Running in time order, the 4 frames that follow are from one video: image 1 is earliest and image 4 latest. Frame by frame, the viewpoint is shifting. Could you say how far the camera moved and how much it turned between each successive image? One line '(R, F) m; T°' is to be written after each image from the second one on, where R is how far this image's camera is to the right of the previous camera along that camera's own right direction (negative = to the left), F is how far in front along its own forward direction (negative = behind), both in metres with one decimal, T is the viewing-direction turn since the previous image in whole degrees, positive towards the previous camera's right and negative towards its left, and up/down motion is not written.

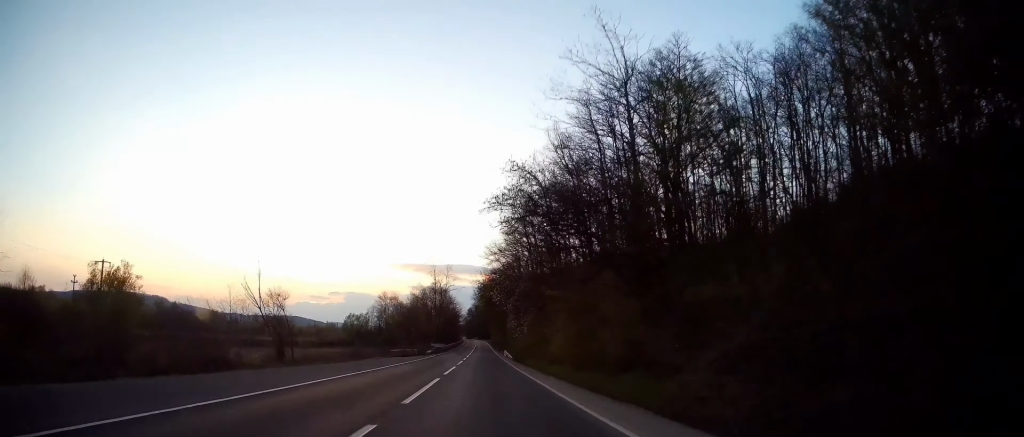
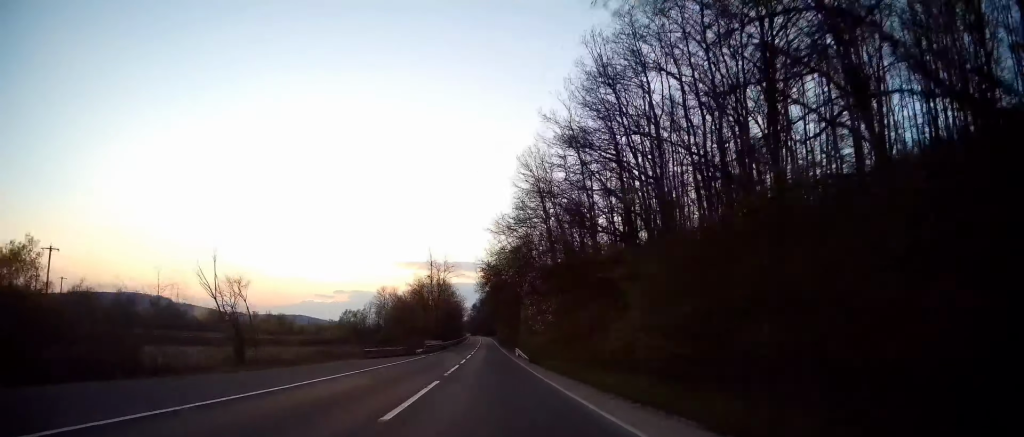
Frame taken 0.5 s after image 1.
(-0.2, +14.6) m; -1°
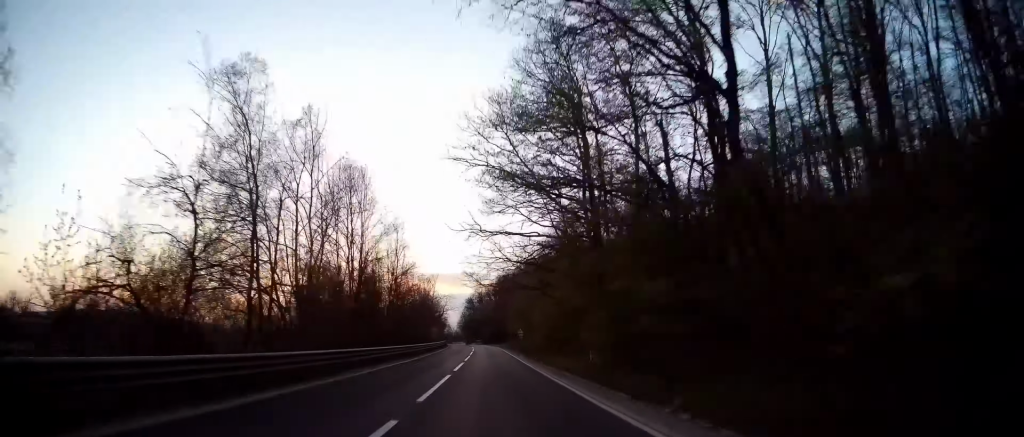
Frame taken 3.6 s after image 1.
(-2.4, +99.8) m; -2°
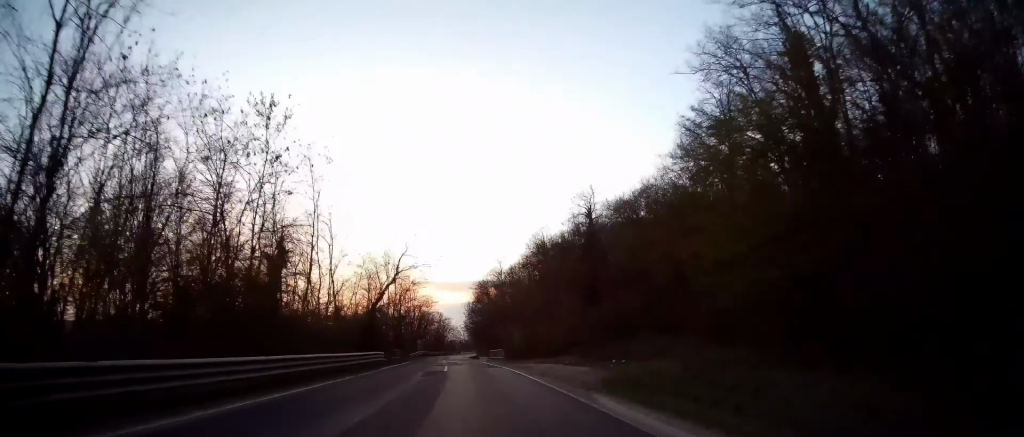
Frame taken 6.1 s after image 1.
(+0.1, +79.2) m; -1°
